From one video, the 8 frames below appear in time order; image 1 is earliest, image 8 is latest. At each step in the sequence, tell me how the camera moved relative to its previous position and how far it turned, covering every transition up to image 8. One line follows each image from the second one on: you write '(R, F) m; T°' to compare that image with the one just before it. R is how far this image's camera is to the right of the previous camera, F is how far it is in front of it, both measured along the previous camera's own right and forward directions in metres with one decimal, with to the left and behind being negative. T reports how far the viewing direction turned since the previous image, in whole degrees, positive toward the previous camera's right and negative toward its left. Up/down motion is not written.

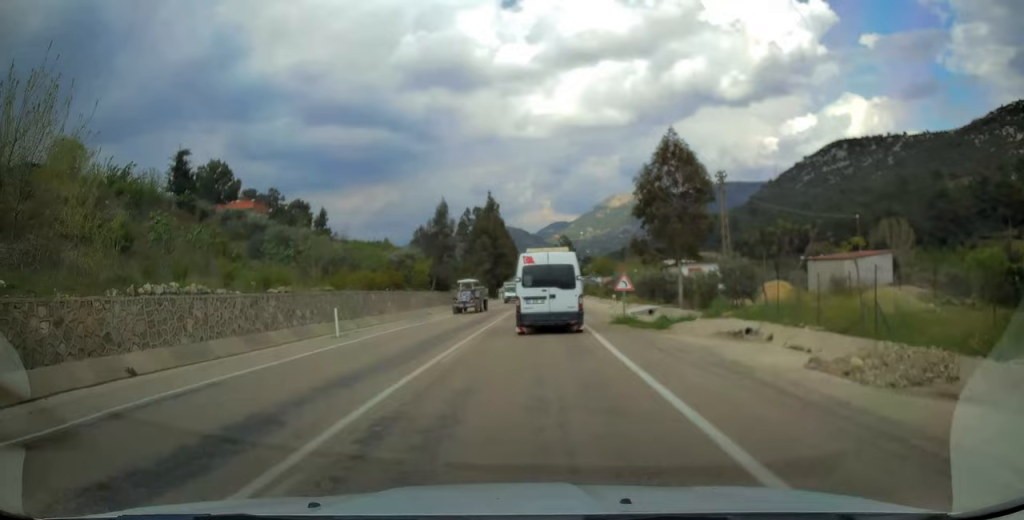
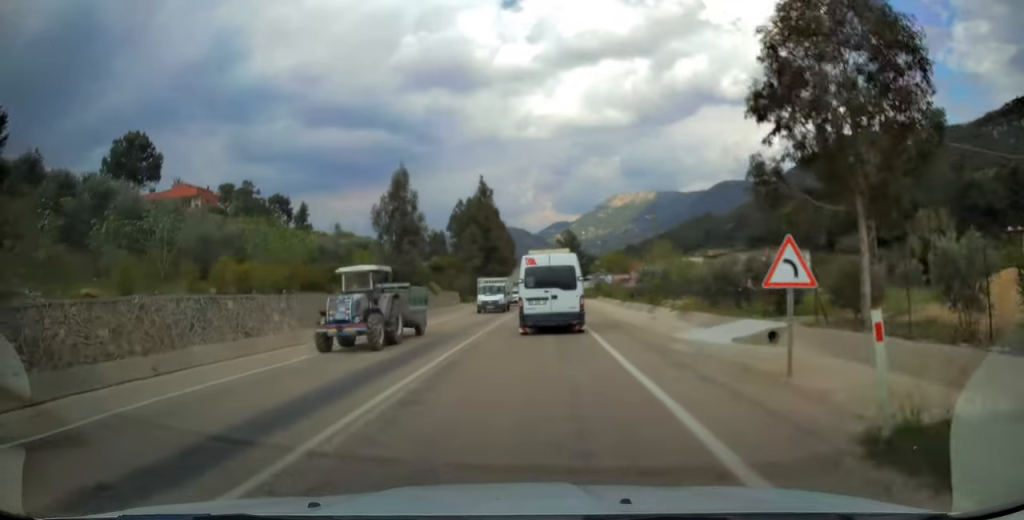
(+0.1, +18.6) m; 0°
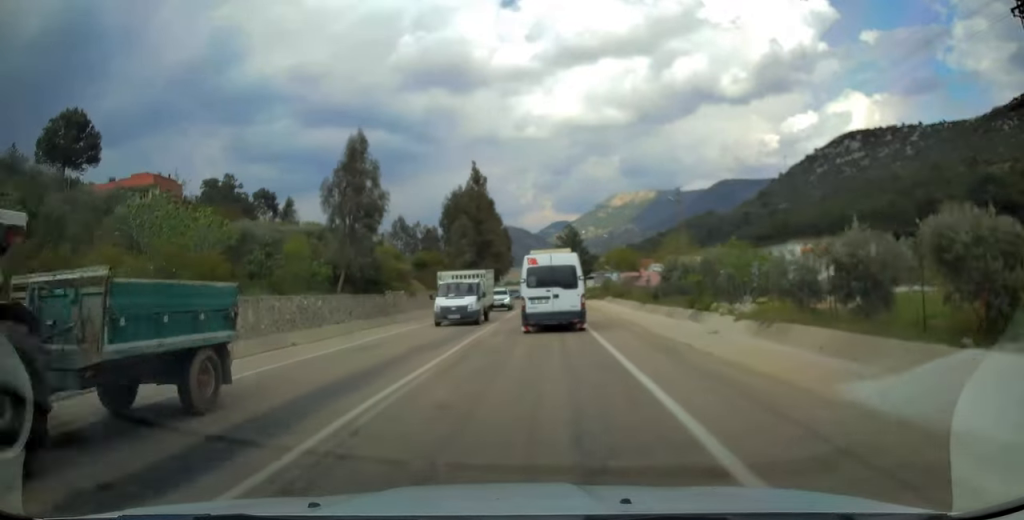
(-0.1, +10.6) m; 0°
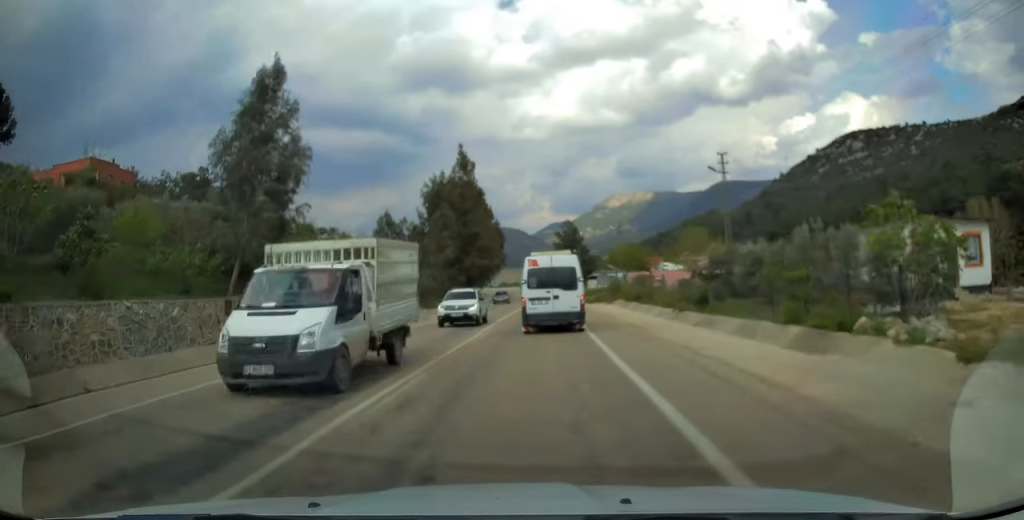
(0.0, +12.1) m; 0°
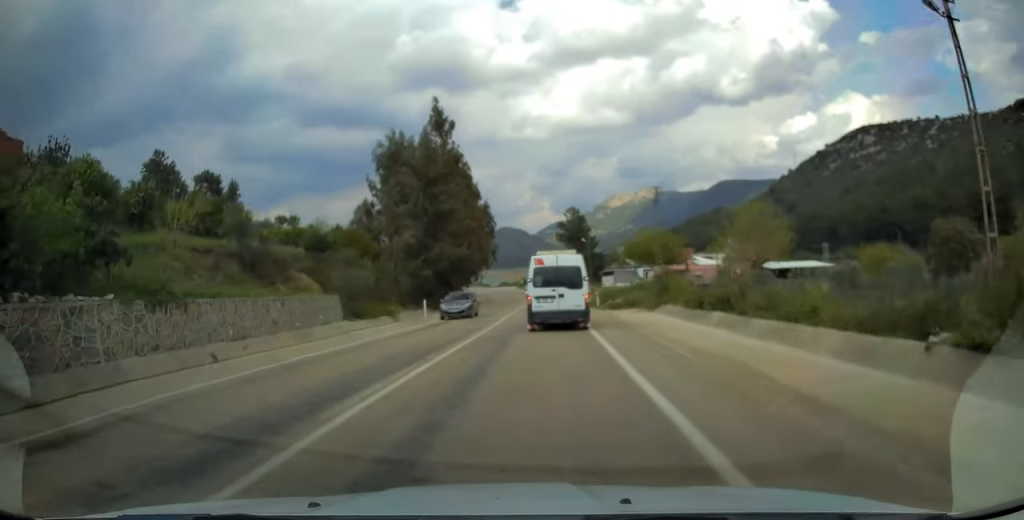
(0.0, +20.6) m; 0°
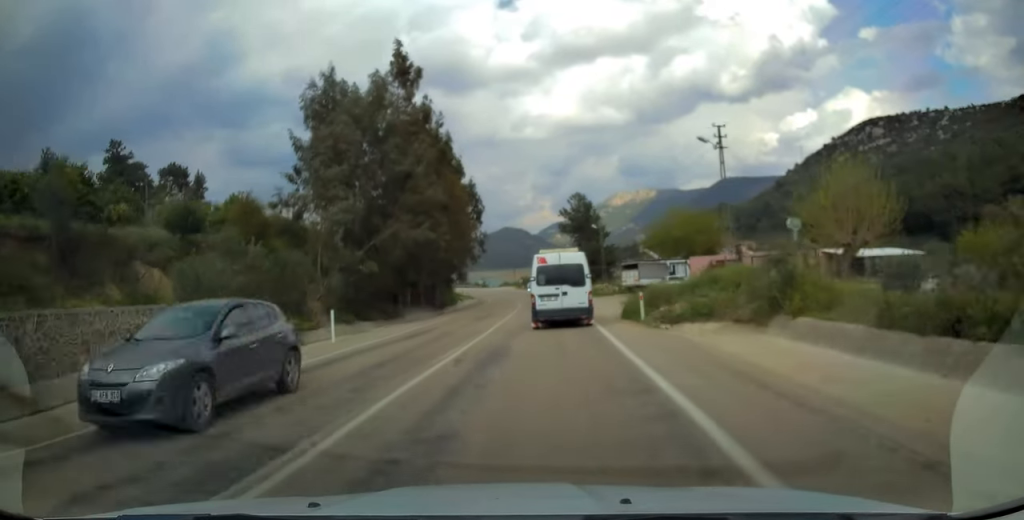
(-0.1, +16.2) m; 0°
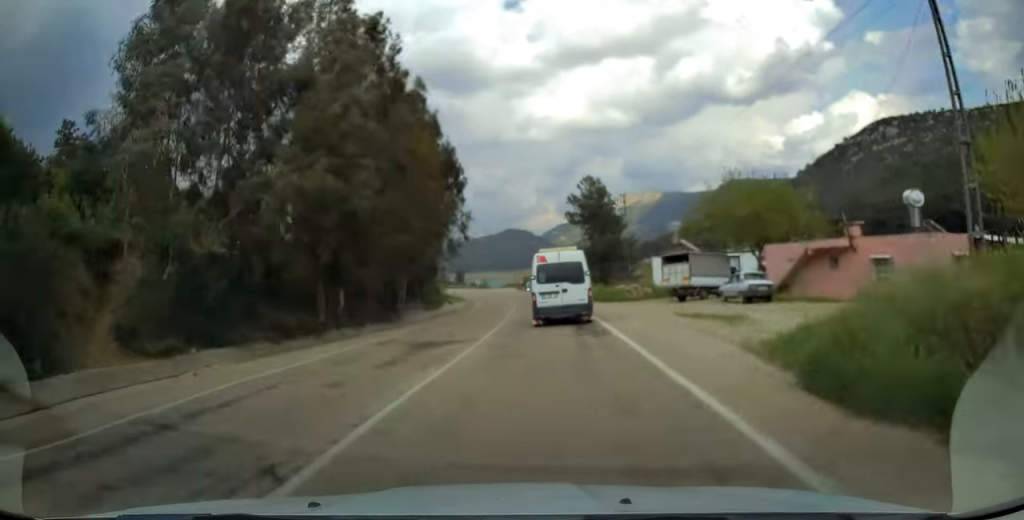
(0.0, +16.8) m; 0°
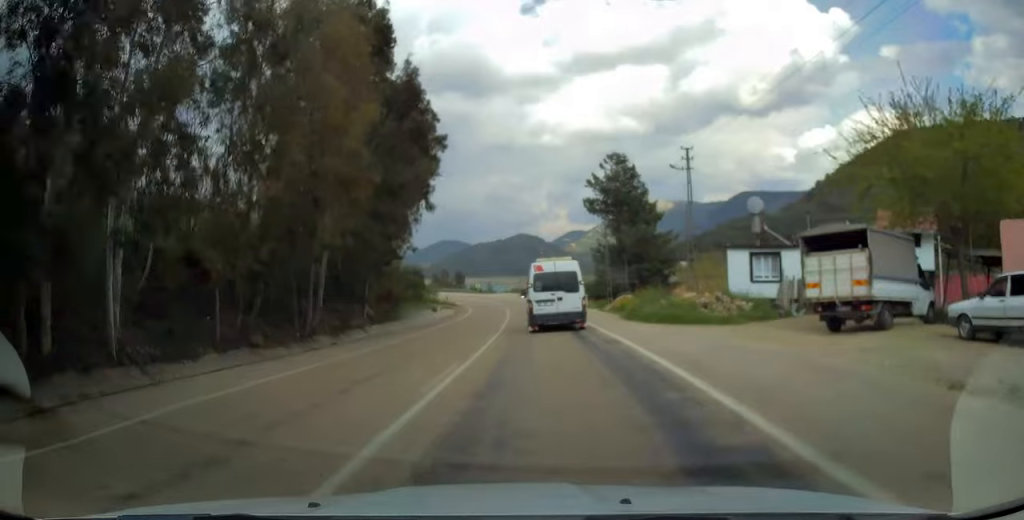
(-0.1, +18.8) m; -1°
